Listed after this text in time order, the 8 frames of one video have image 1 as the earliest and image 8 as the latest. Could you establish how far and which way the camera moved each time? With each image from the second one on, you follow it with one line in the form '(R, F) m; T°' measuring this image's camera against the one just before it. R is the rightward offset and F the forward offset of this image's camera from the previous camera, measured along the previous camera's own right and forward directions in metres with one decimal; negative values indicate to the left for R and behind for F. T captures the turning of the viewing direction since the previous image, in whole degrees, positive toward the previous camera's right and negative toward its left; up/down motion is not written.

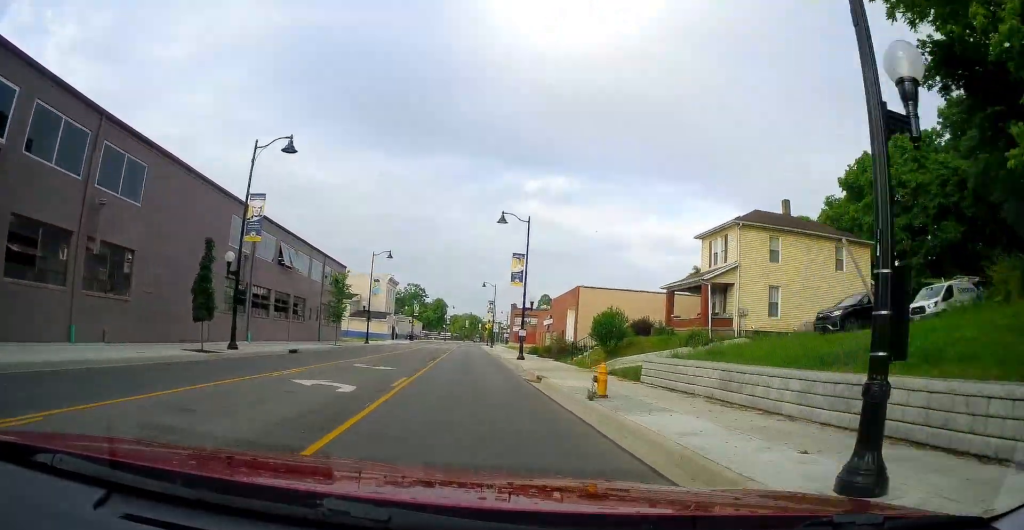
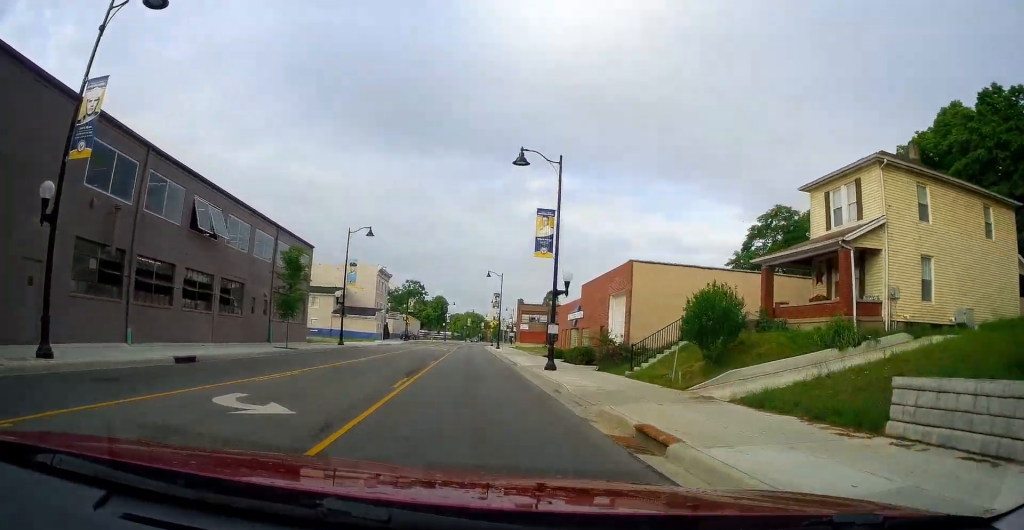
(+0.3, +12.7) m; +2°
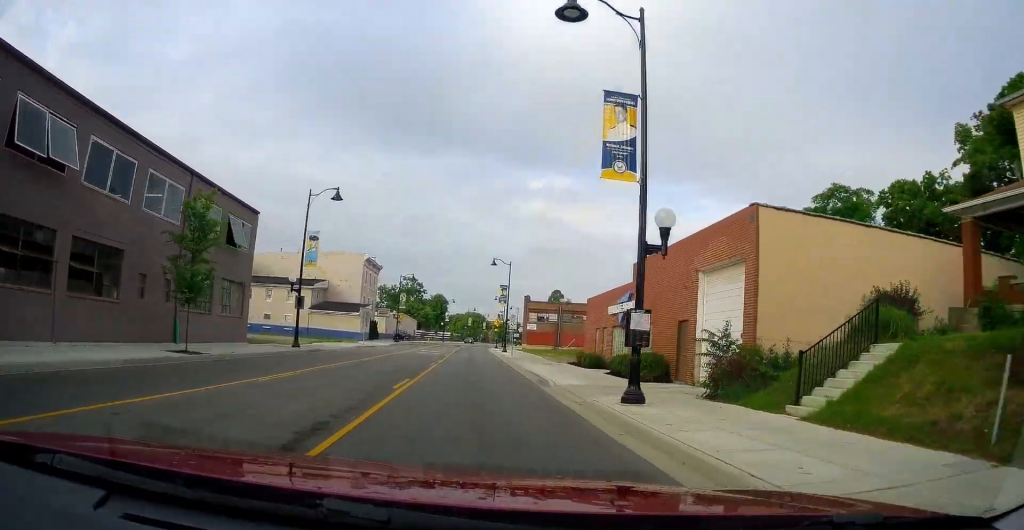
(+0.2, +12.2) m; +1°
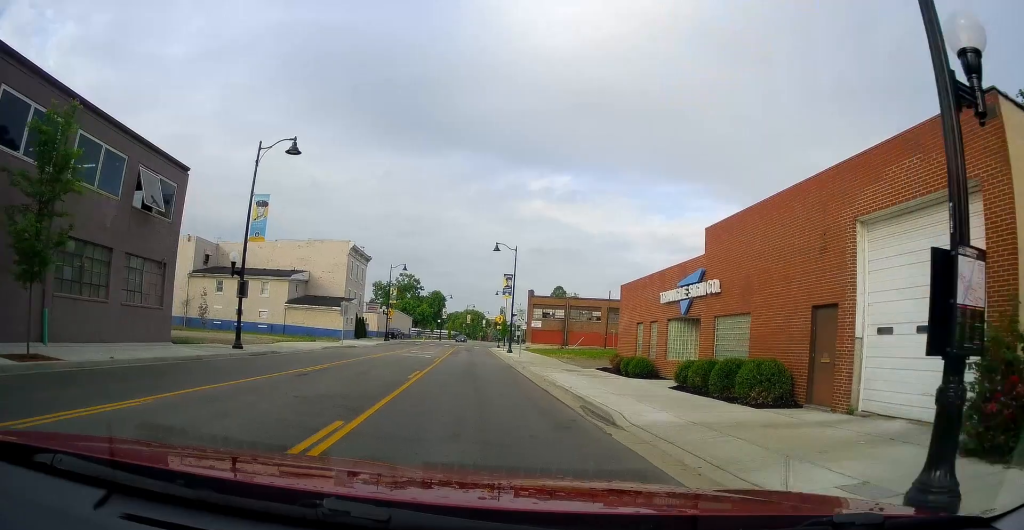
(+0.1, +8.7) m; -1°
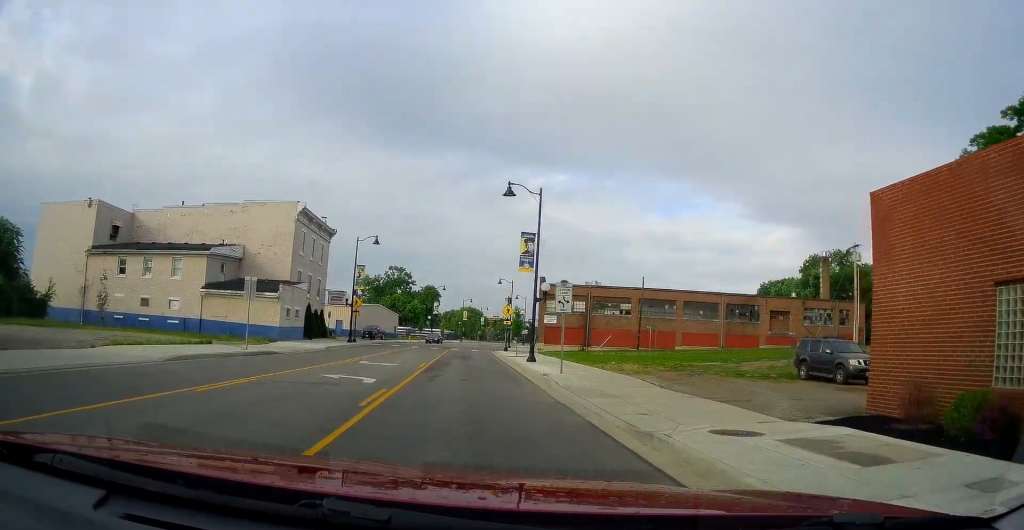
(-0.5, +19.4) m; -2°
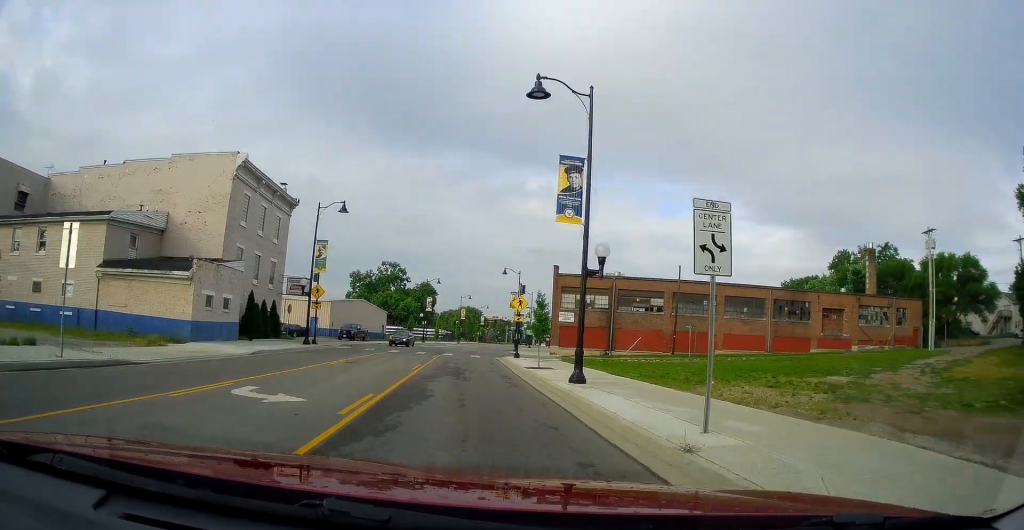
(-0.3, +13.3) m; +1°
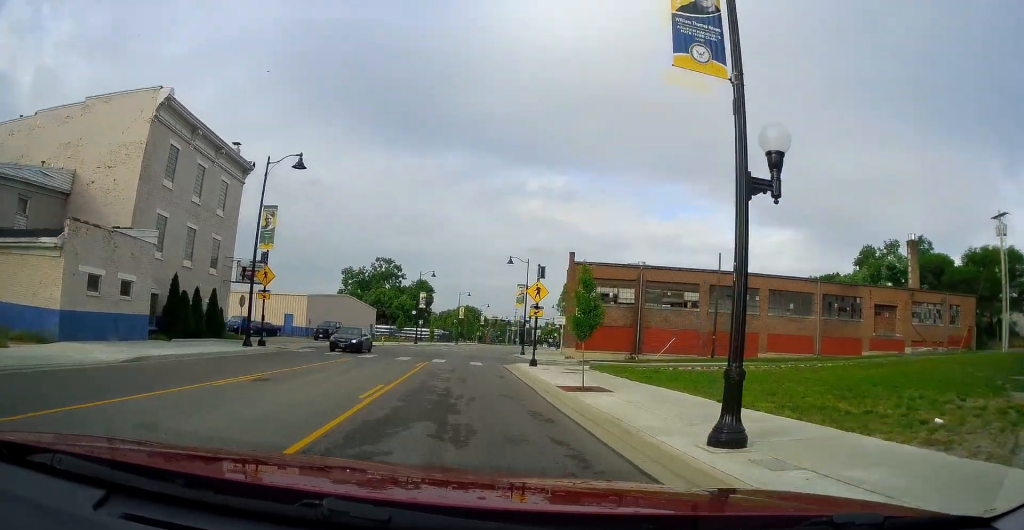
(+0.4, +10.1) m; +2°
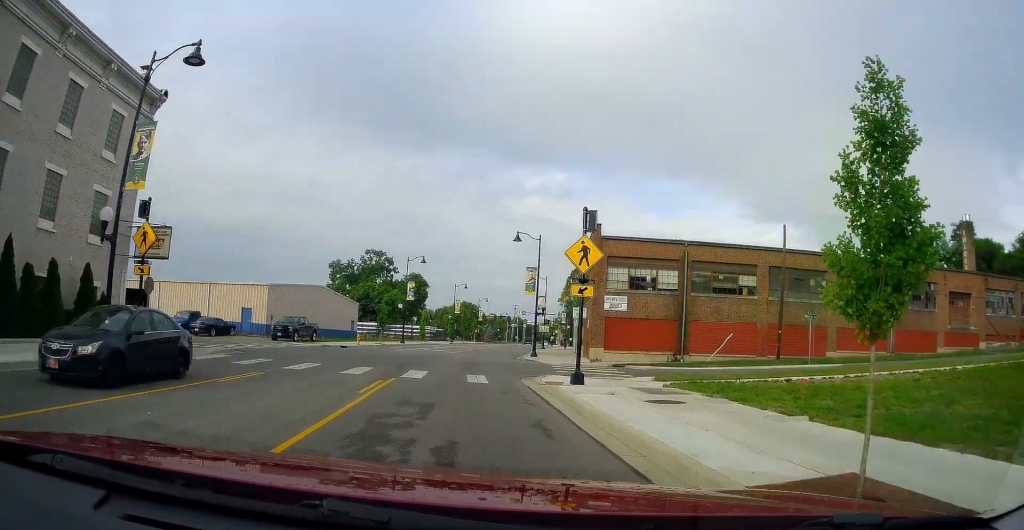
(+0.1, +11.7) m; +2°
